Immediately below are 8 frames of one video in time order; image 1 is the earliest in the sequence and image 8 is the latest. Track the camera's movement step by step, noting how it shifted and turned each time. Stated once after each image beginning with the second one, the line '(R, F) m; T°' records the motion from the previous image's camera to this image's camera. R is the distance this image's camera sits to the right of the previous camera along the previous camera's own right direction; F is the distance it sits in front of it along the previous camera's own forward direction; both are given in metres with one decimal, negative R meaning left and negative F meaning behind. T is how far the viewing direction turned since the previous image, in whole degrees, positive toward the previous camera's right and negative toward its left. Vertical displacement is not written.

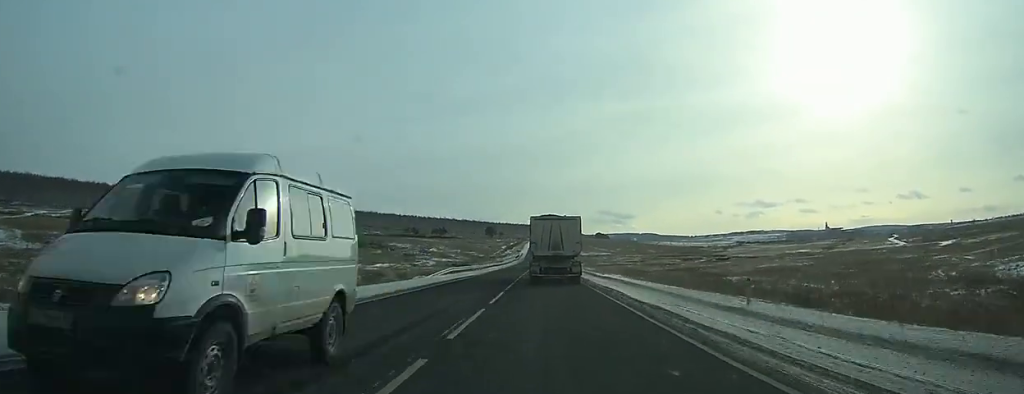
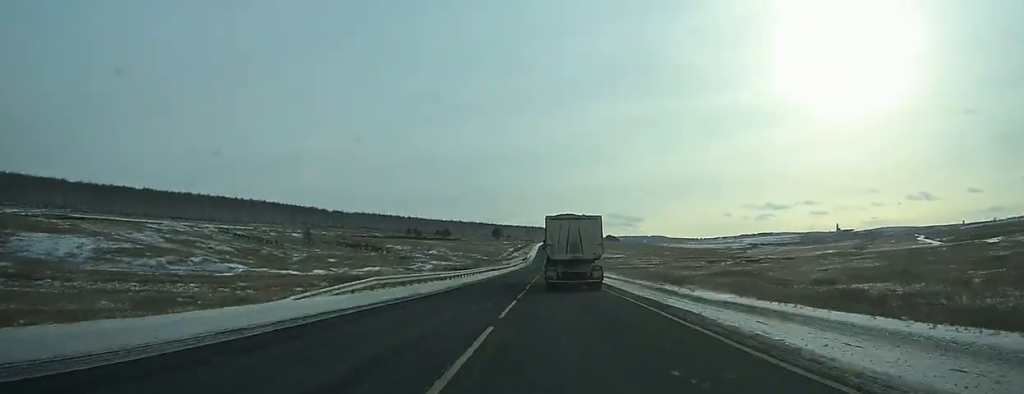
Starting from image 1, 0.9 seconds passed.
(-0.1, +29.5) m; 0°
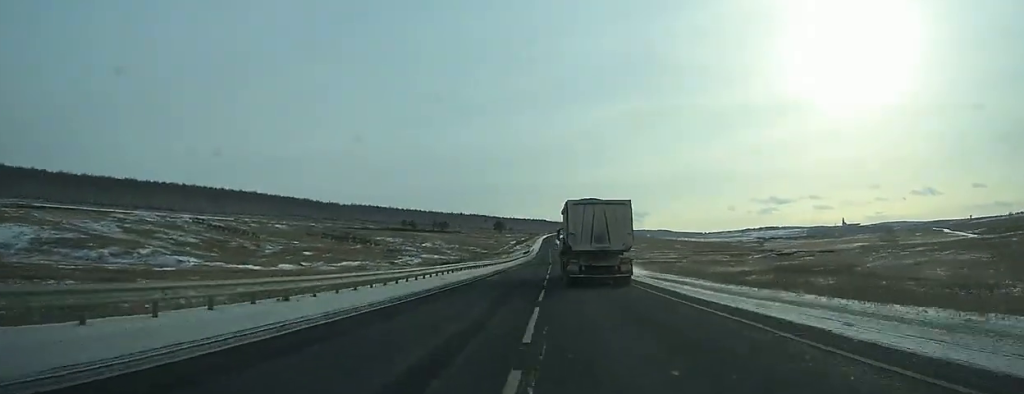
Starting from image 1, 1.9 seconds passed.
(0.0, +29.8) m; 0°
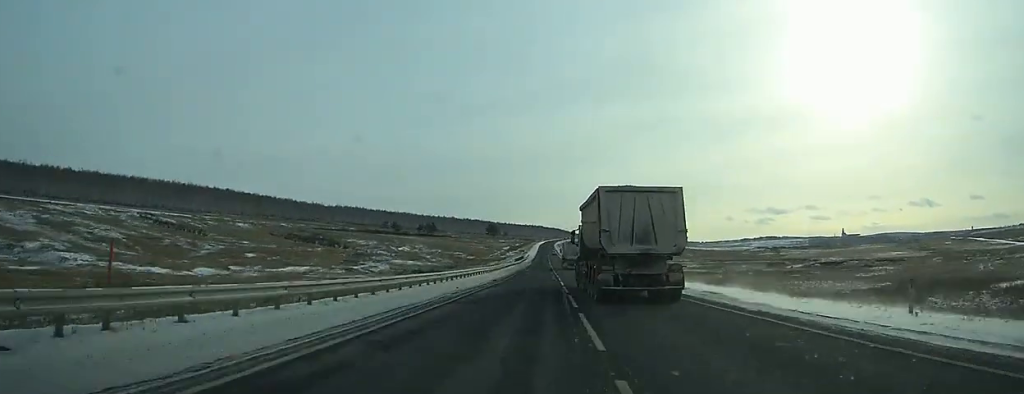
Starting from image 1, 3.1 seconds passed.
(0.0, +41.2) m; 0°
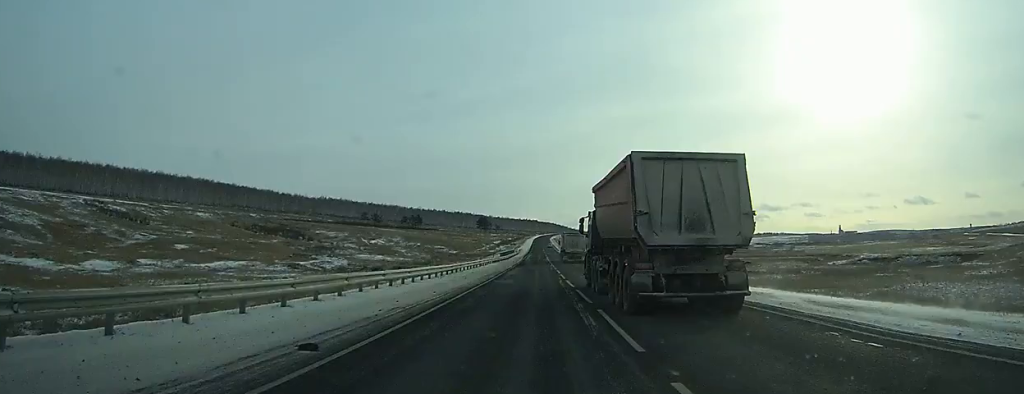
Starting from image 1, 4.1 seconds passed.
(0.0, +32.5) m; 0°
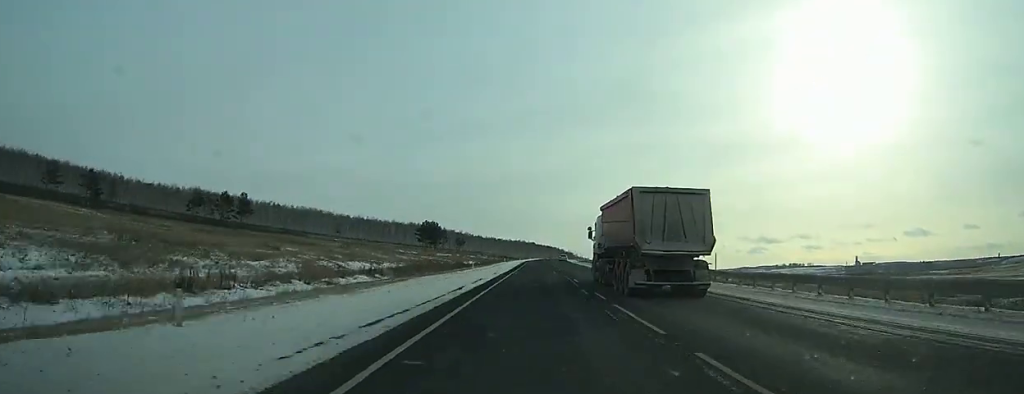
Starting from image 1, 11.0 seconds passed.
(+0.4, +220.3) m; 0°
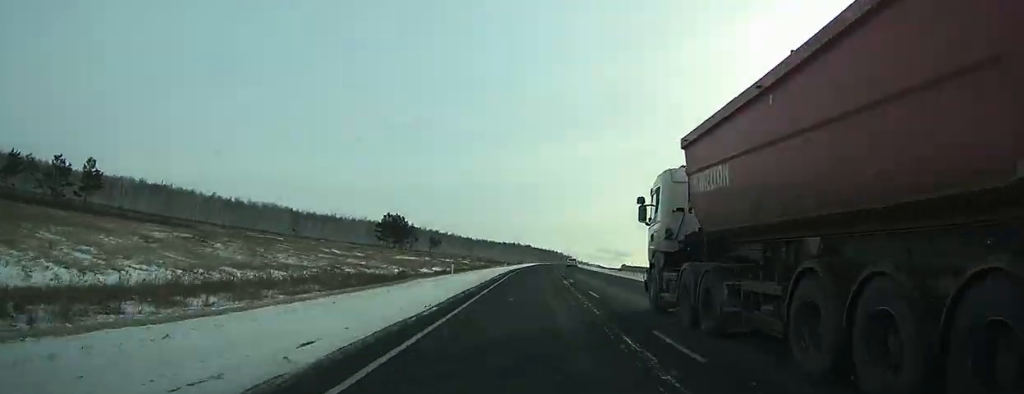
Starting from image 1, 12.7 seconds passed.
(+0.4, +55.2) m; +1°
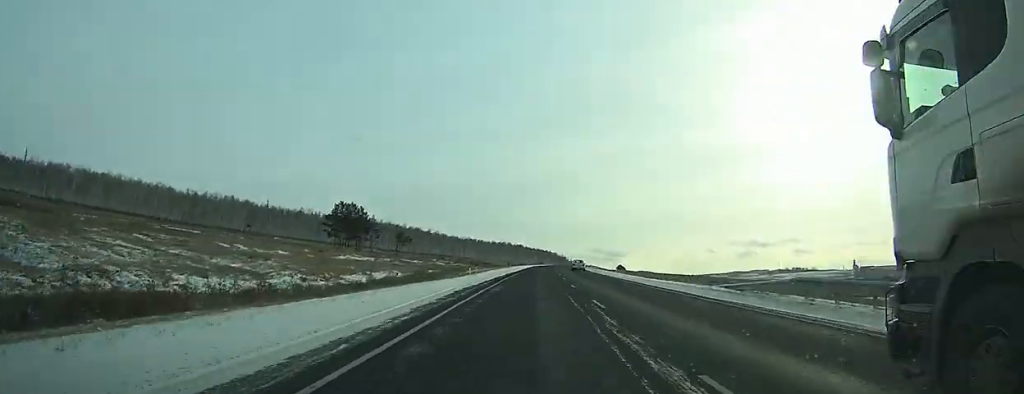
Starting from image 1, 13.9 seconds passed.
(+0.2, +36.4) m; +1°
